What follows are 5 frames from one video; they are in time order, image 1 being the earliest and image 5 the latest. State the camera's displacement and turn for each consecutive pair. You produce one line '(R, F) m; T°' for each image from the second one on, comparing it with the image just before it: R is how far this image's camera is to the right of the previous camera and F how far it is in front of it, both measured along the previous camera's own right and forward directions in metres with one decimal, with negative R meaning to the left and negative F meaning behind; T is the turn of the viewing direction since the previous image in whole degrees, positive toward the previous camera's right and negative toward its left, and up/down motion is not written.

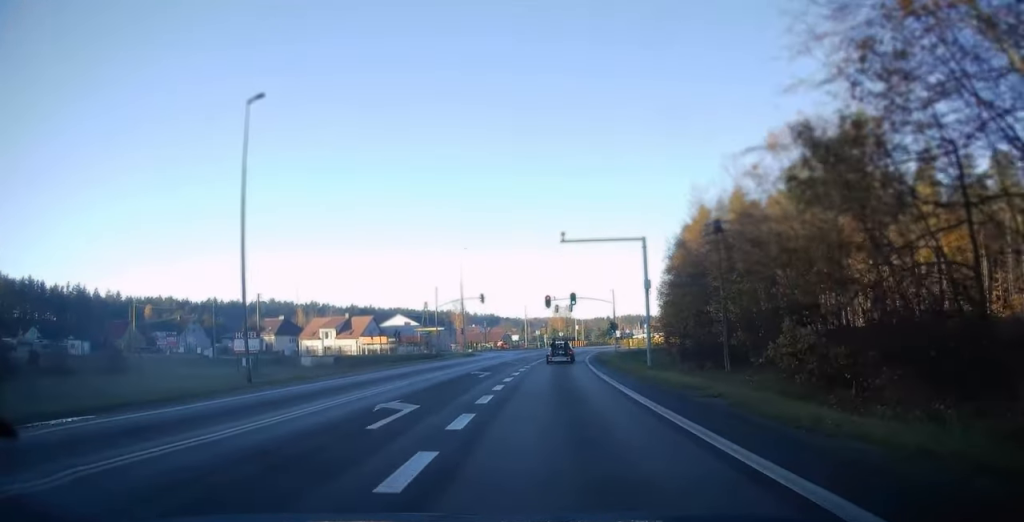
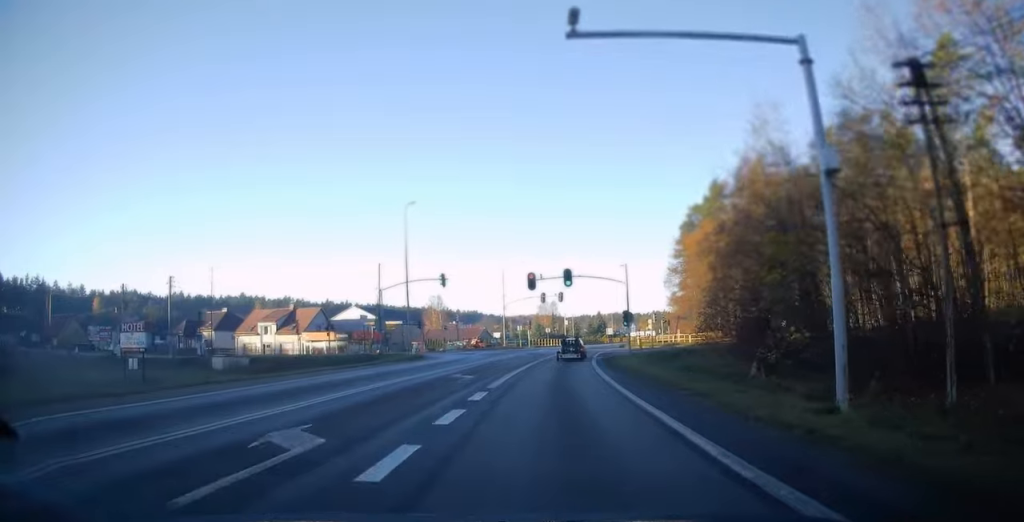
(+0.3, +20.1) m; +2°
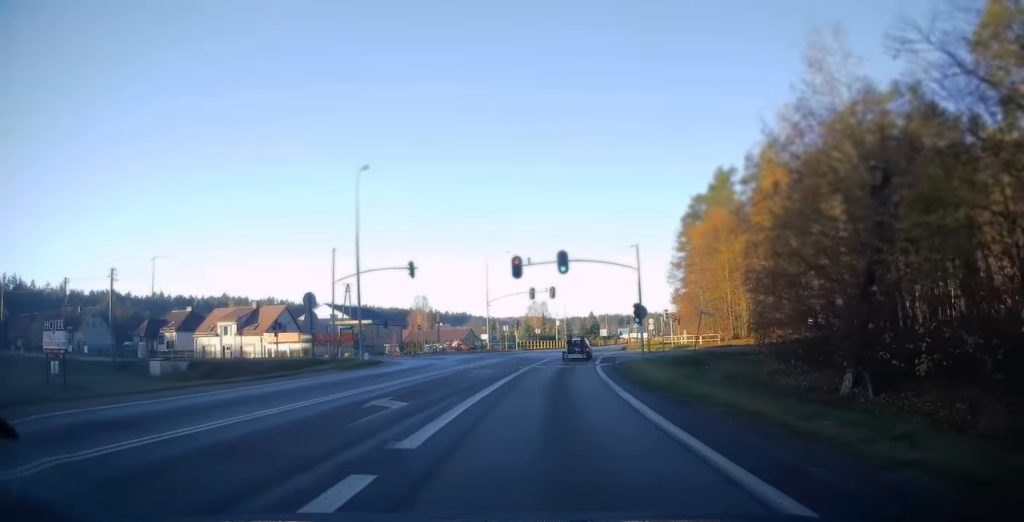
(+0.1, +9.8) m; +1°
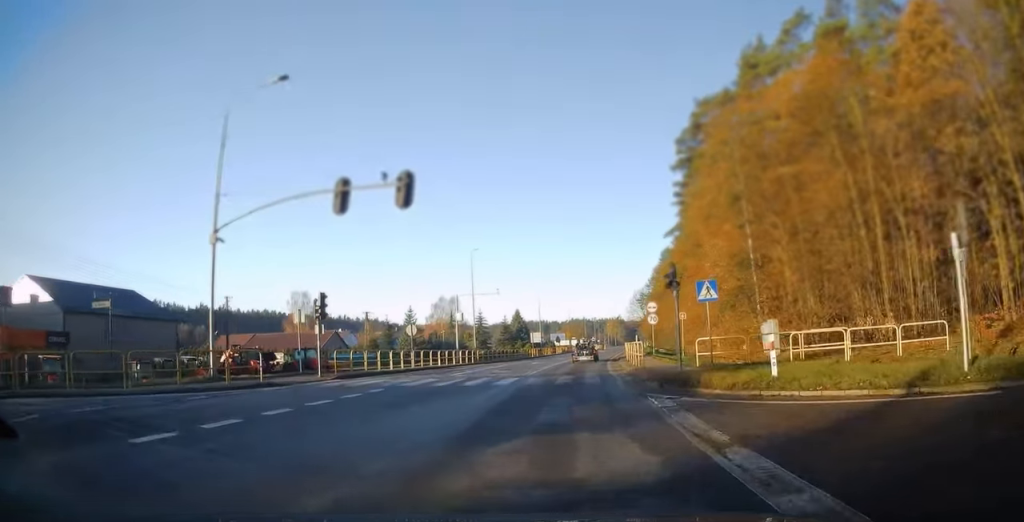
(+2.4, +48.1) m; +6°
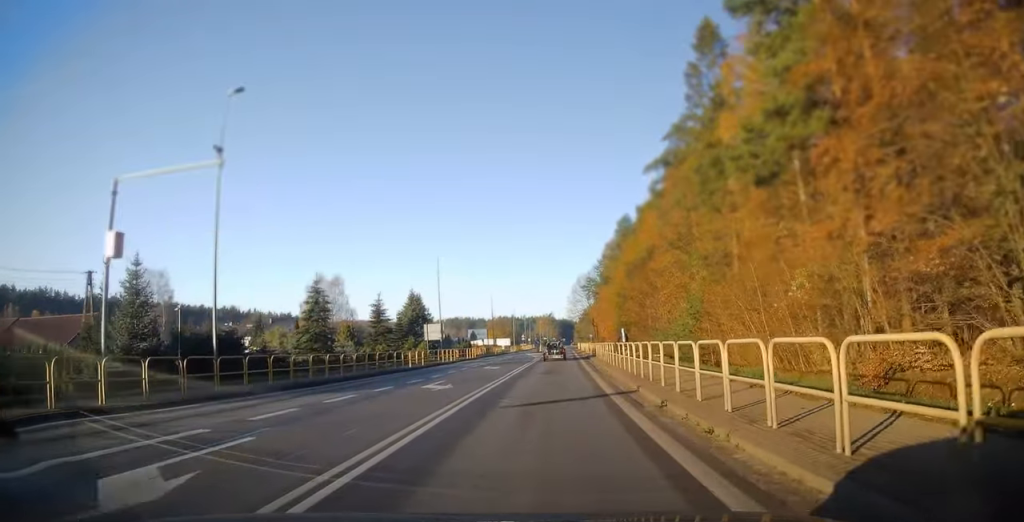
(+3.8, +40.0) m; +7°
